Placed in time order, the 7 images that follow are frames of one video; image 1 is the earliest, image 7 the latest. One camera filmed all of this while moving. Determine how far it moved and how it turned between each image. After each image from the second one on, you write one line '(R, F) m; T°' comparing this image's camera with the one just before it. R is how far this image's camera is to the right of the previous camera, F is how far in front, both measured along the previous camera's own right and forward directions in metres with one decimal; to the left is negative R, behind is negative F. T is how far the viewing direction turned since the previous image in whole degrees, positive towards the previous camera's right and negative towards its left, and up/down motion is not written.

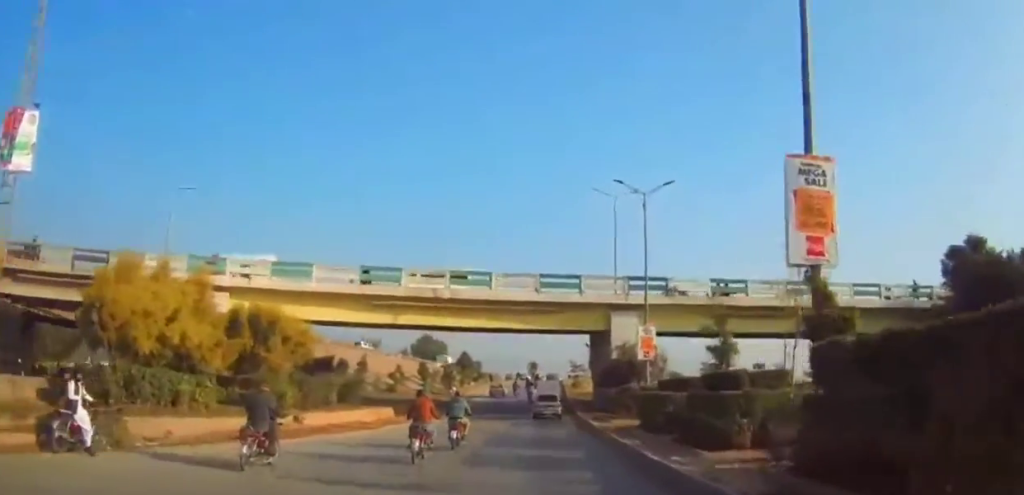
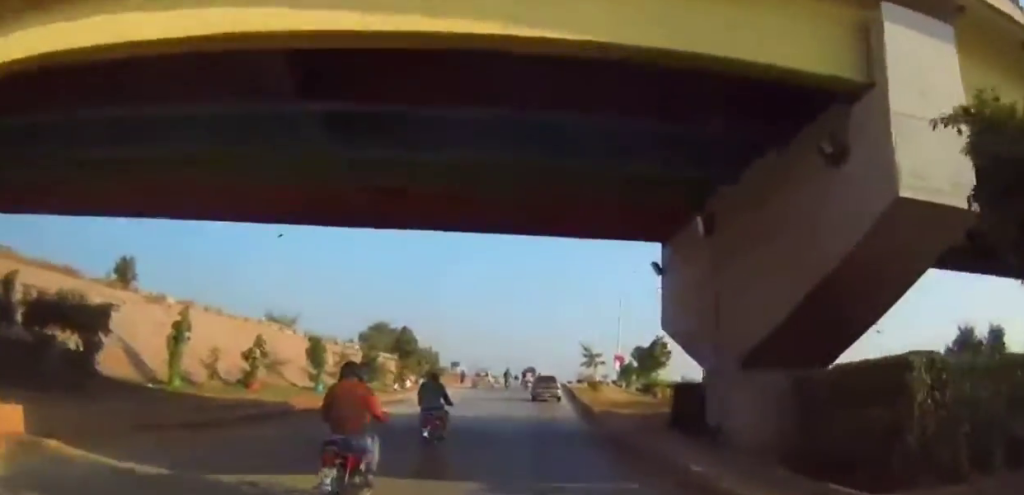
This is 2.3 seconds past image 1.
(+0.2, +33.2) m; +3°
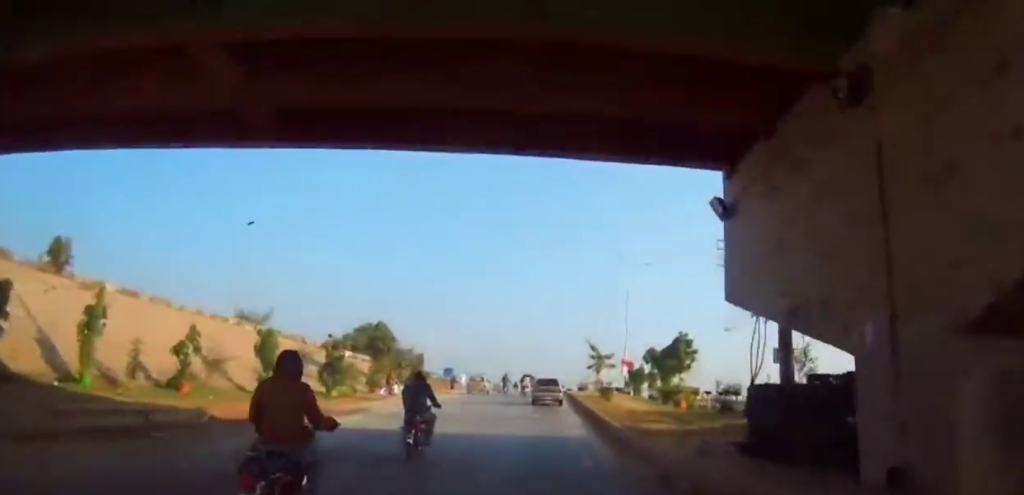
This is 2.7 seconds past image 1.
(+0.1, +7.1) m; +1°
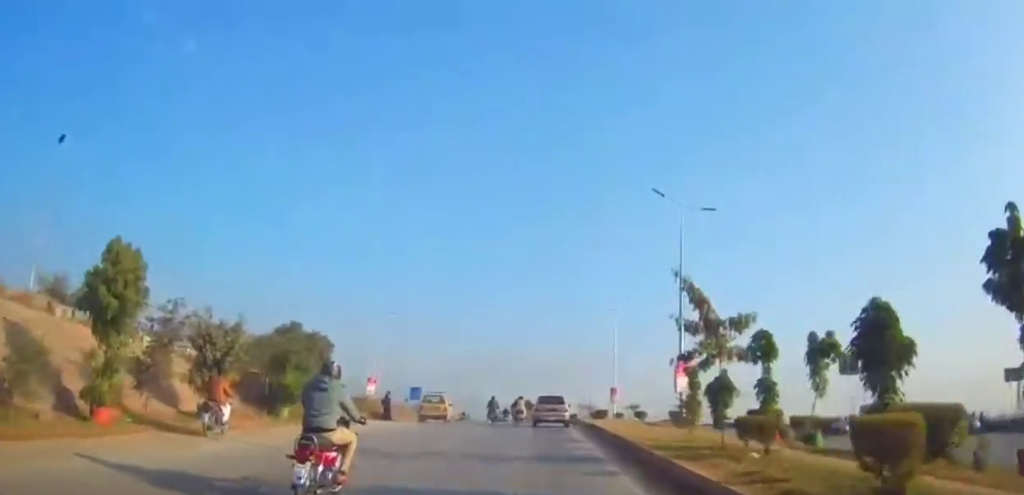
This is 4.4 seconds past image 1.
(+0.2, +26.1) m; -1°
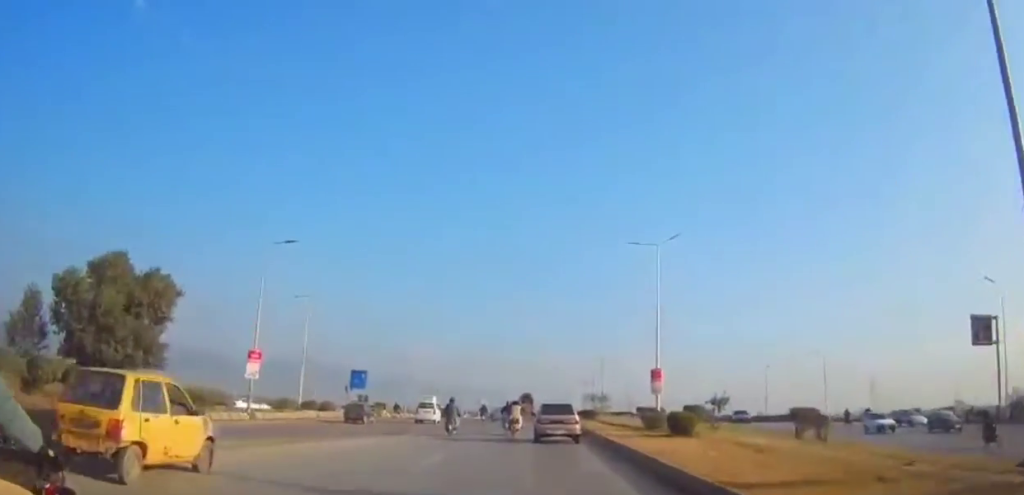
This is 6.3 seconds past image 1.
(-0.6, +29.1) m; -1°
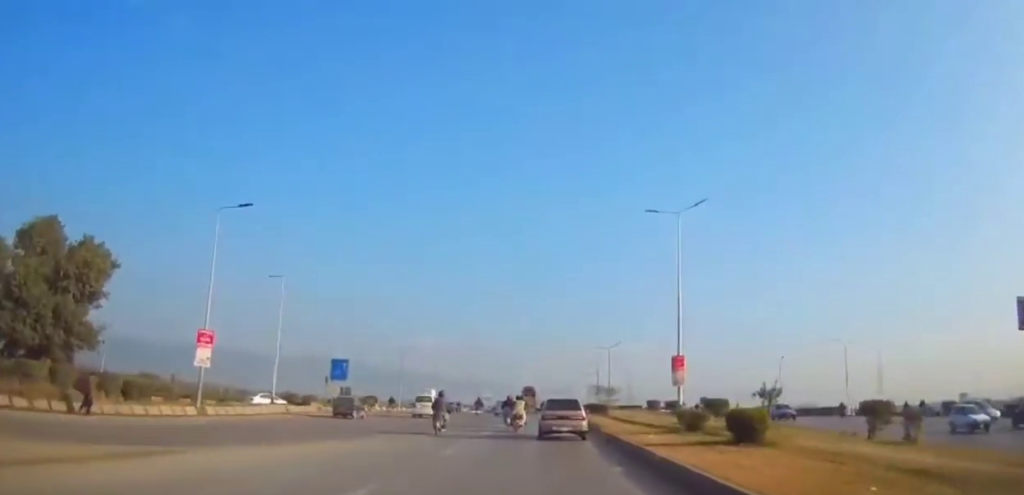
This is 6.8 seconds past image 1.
(0.0, +6.9) m; 0°
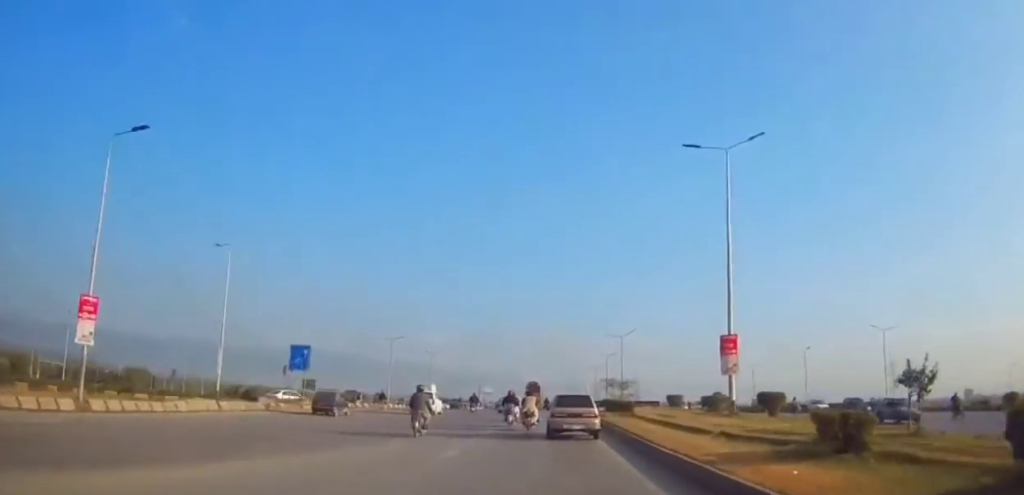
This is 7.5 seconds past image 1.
(0.0, +10.8) m; 0°
